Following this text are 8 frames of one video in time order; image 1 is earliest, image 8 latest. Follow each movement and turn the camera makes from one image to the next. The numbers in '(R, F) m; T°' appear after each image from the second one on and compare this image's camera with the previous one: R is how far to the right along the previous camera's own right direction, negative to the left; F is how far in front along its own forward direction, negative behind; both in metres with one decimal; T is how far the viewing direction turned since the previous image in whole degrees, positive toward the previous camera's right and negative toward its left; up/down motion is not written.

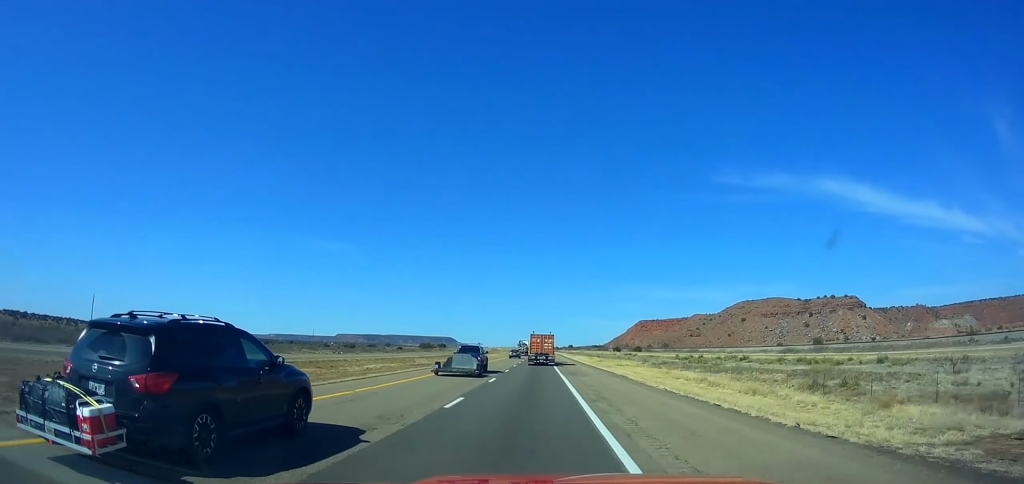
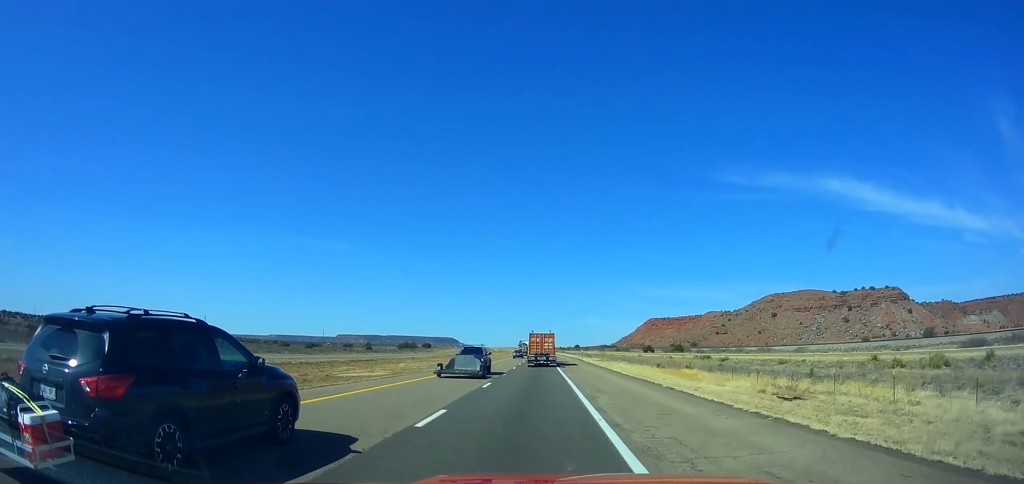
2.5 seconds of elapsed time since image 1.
(-0.1, +76.4) m; -1°
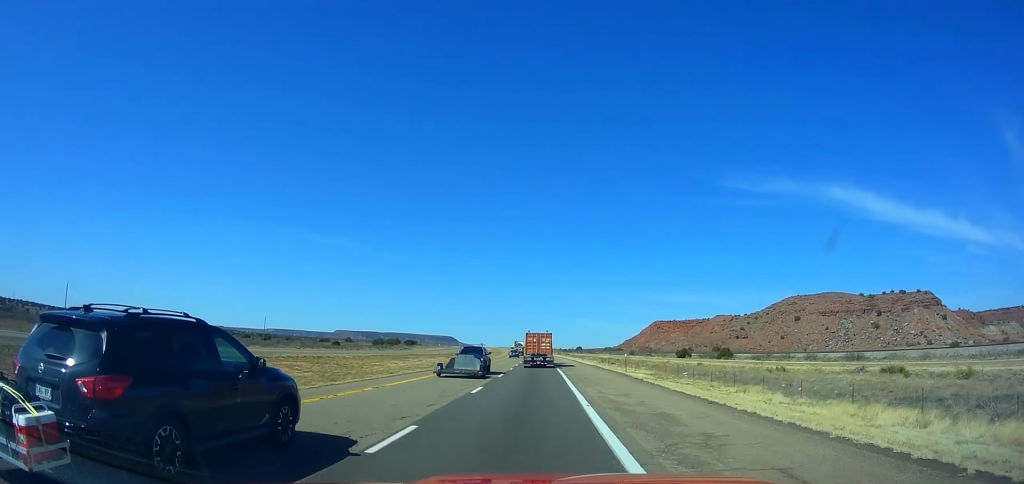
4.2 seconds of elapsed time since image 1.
(-0.5, +51.6) m; 0°
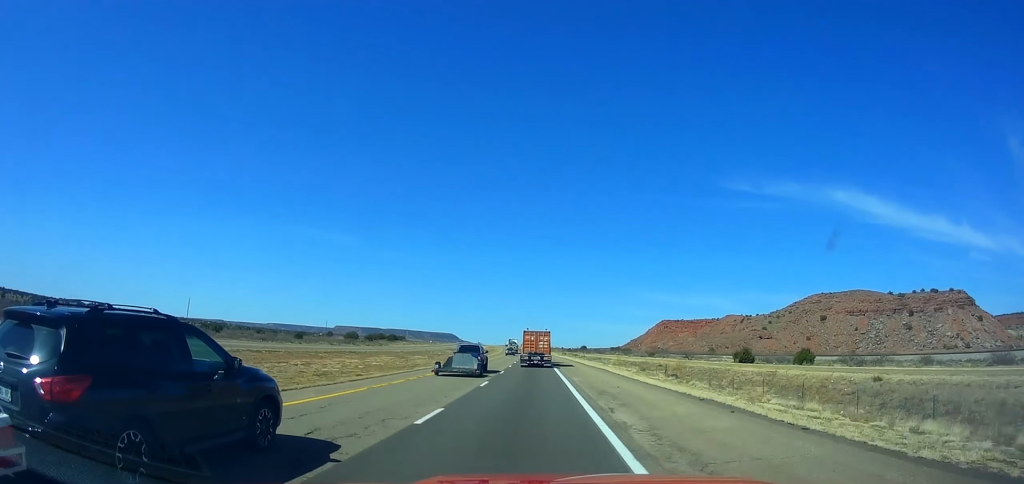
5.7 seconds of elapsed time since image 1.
(-0.1, +45.4) m; 0°
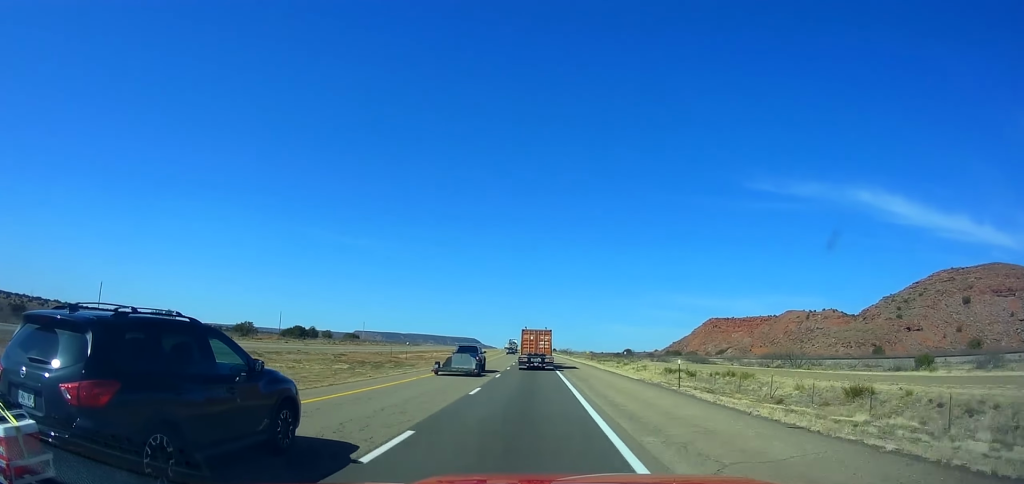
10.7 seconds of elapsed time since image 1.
(-1.6, +150.5) m; -2°
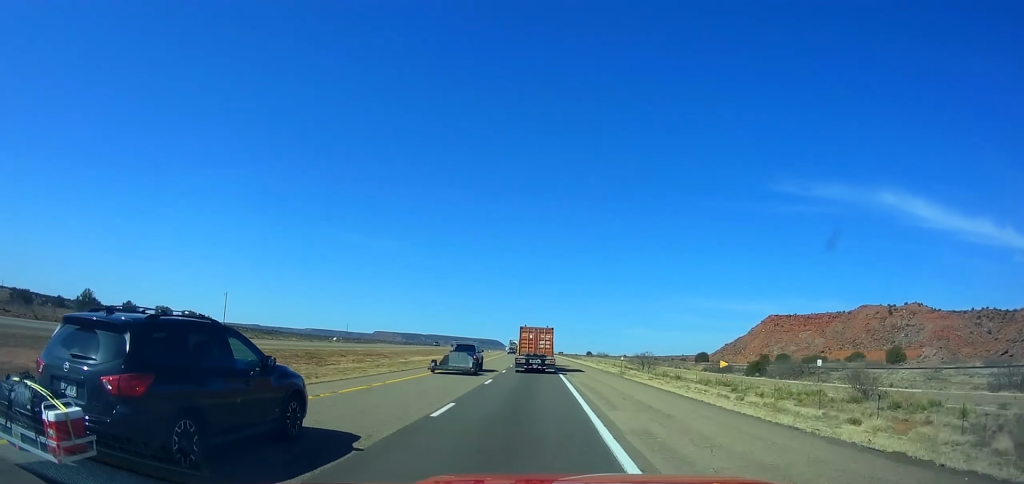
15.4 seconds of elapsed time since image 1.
(-2.4, +139.9) m; -2°
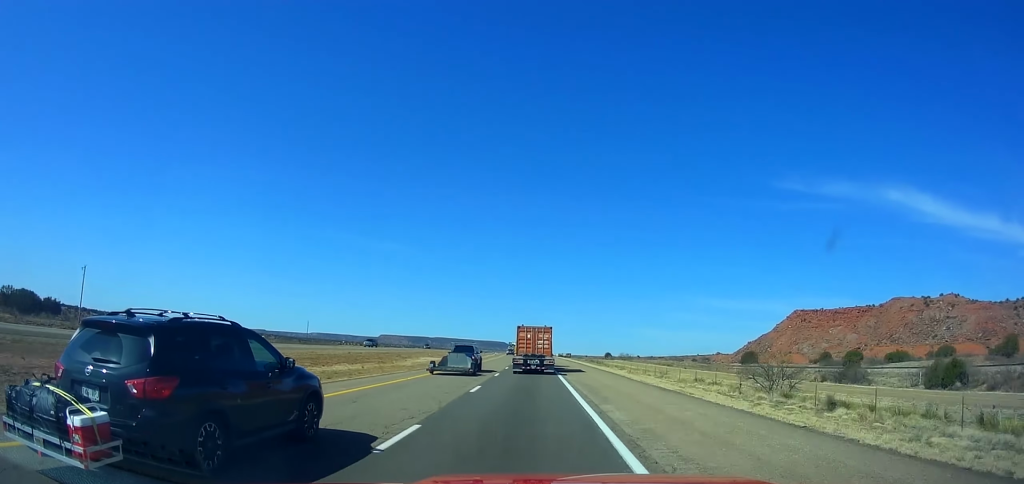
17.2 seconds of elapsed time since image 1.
(-0.3, +53.2) m; -1°
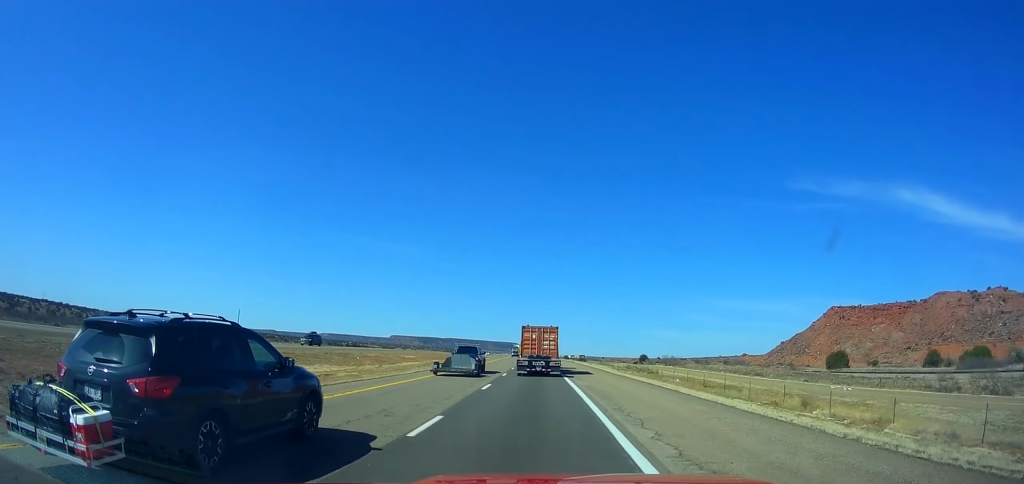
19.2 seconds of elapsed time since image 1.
(-0.5, +58.7) m; -1°
